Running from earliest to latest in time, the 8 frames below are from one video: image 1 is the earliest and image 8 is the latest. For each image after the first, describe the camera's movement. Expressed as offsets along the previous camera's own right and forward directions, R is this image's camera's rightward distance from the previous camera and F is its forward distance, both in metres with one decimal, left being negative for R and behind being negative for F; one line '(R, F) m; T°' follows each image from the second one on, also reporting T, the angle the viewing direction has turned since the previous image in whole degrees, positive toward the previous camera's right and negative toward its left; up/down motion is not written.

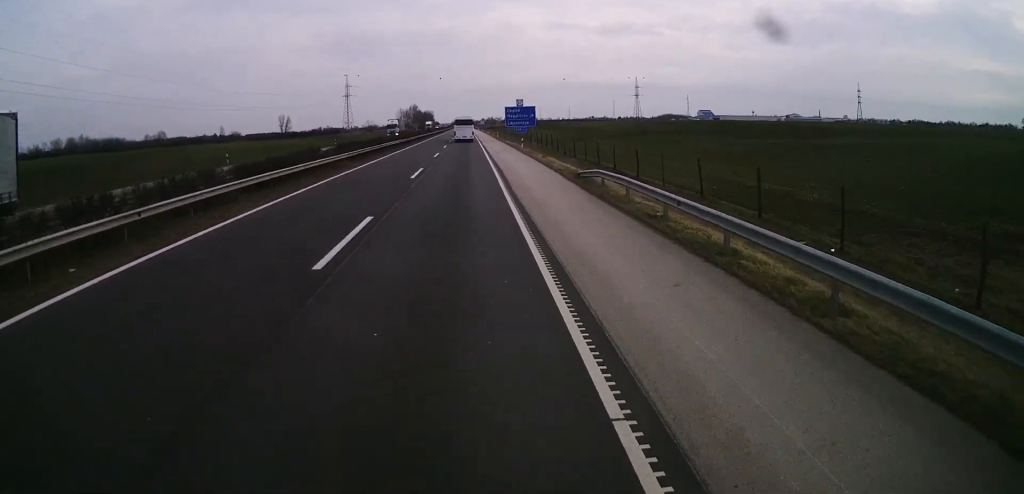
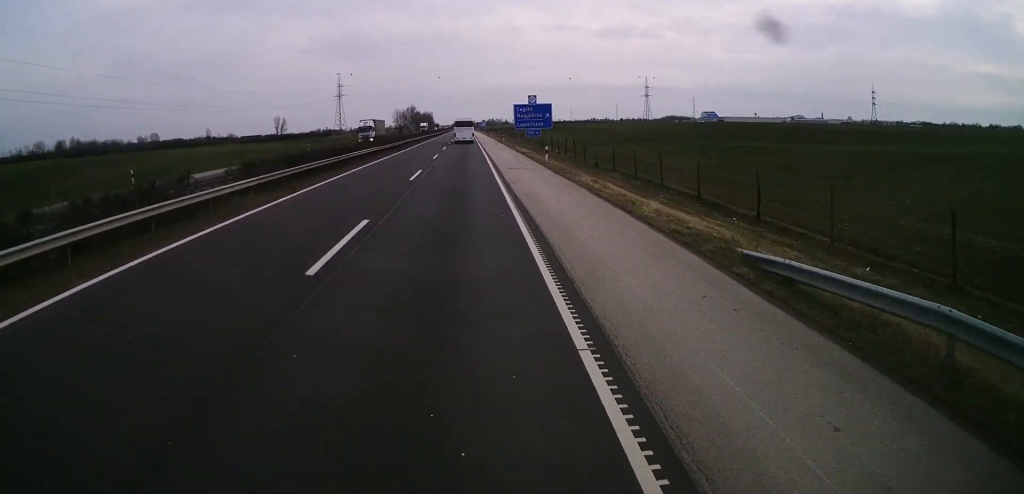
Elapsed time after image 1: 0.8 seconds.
(-0.1, +18.4) m; 0°
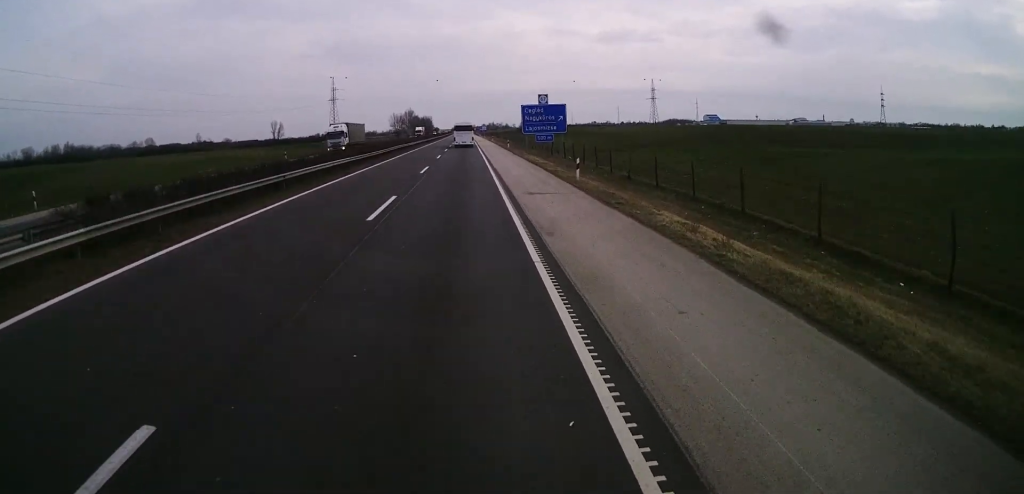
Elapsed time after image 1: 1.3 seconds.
(-0.2, +11.5) m; 0°
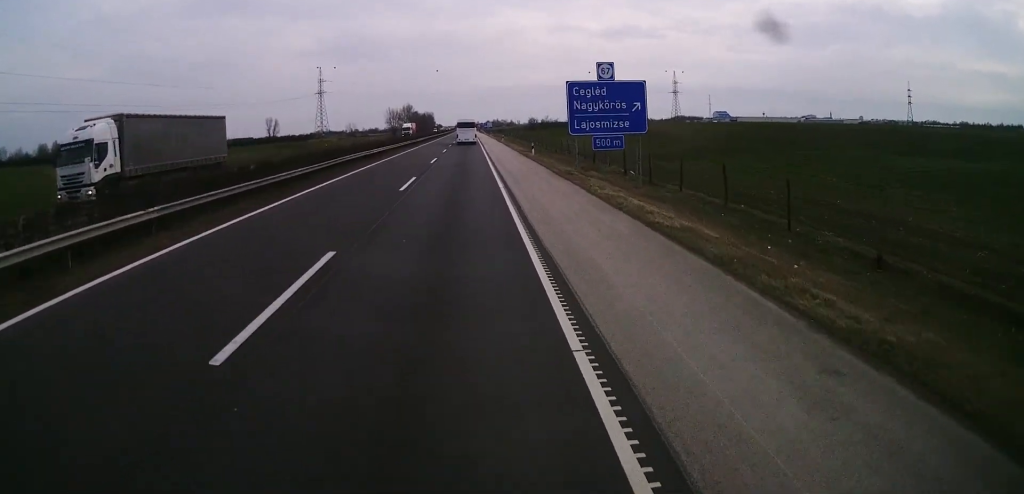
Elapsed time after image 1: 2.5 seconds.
(+0.3, +28.4) m; +1°
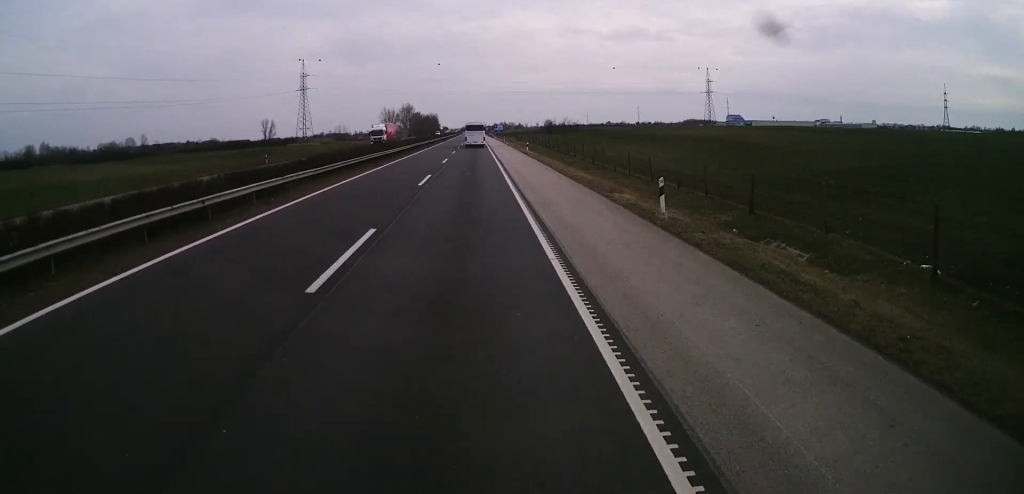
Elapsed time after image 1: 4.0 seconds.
(-0.3, +33.0) m; -1°
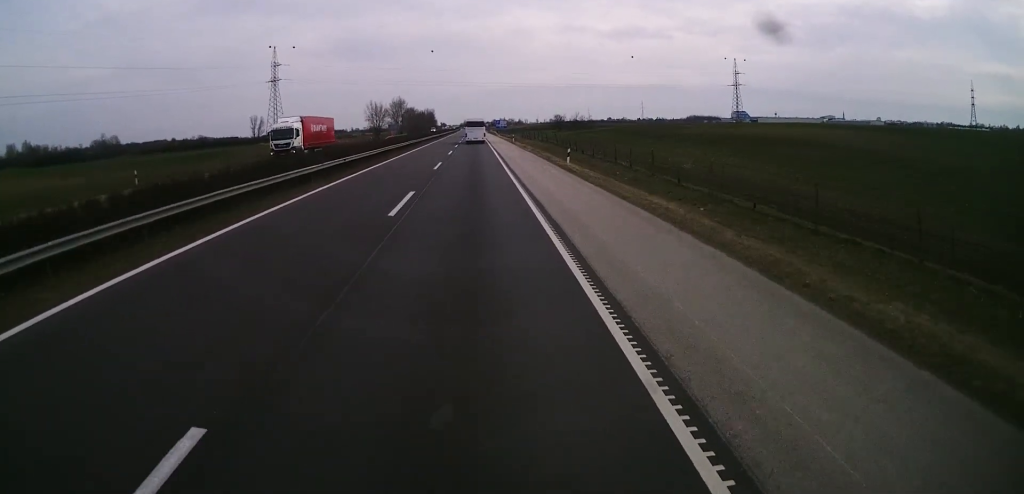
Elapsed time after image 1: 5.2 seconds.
(-0.2, +28.4) m; 0°
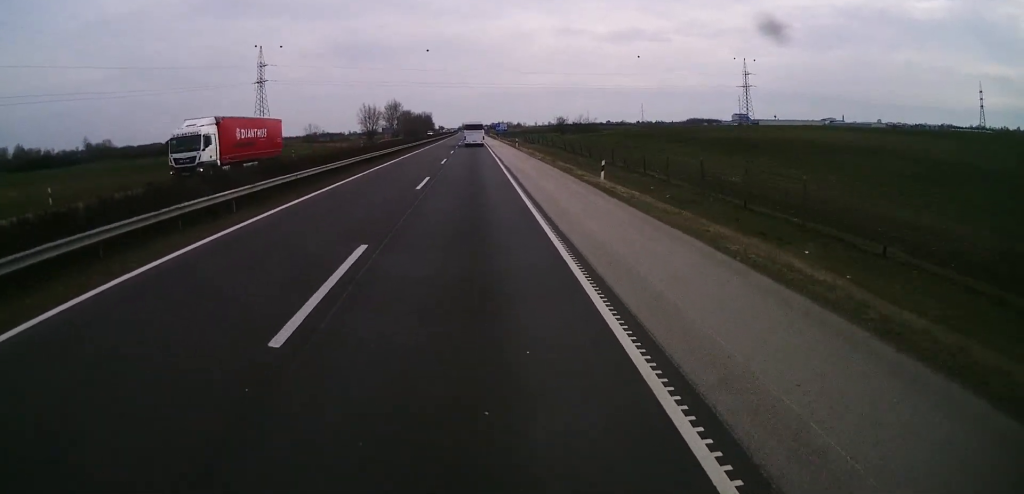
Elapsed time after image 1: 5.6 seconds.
(0.0, +10.0) m; 0°
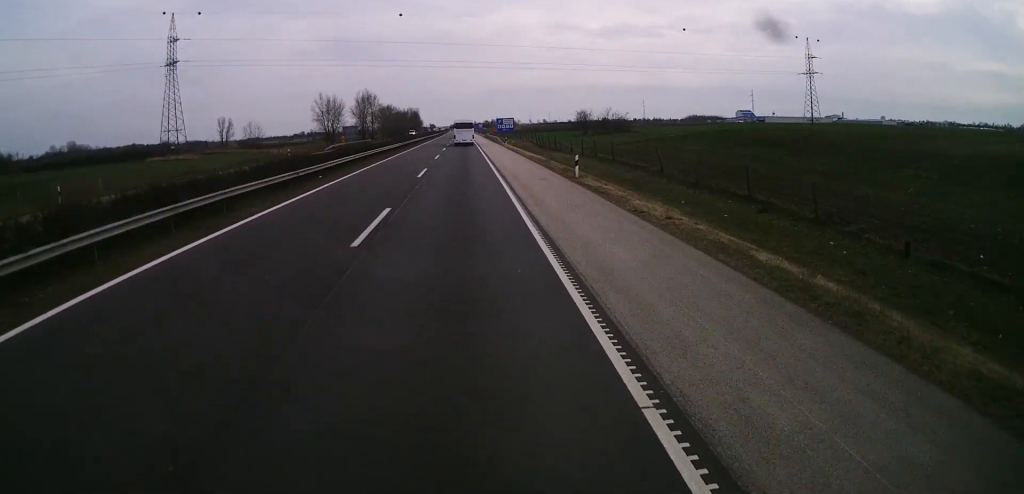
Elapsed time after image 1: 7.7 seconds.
(+0.5, +47.5) m; +1°
